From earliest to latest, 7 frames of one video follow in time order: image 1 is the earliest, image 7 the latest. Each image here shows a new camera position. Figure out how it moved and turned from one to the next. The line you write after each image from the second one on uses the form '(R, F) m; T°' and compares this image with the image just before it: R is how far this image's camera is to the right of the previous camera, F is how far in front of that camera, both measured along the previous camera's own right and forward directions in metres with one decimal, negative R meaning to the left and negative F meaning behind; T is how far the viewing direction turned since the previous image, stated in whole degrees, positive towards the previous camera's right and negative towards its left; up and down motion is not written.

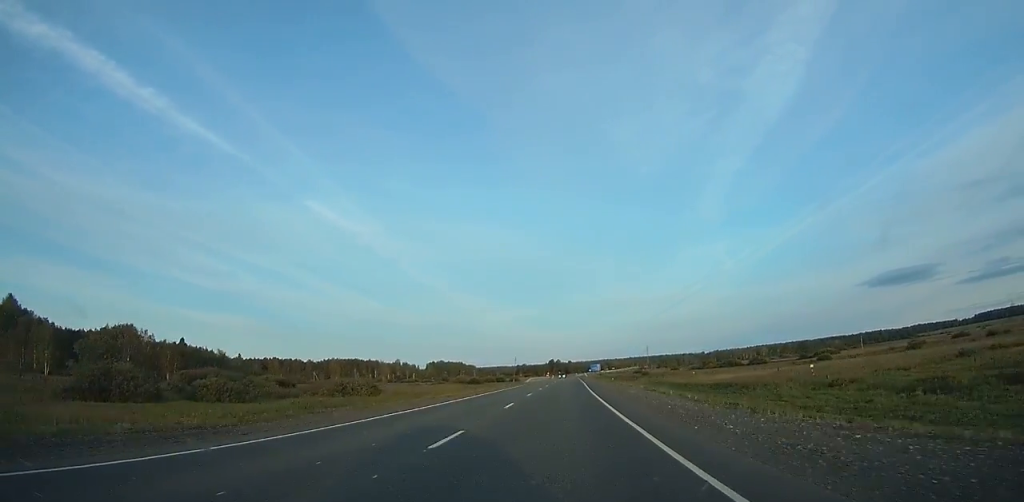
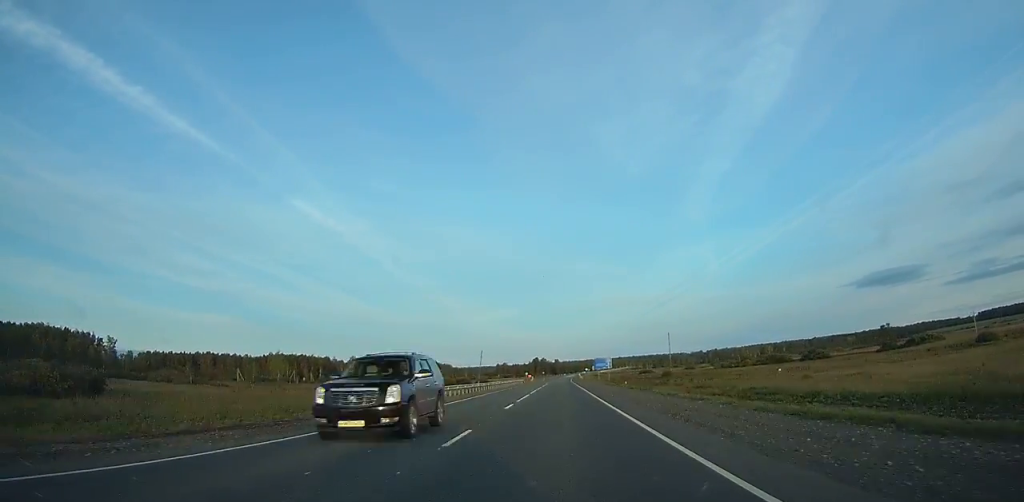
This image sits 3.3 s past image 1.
(+1.5, +84.4) m; +2°
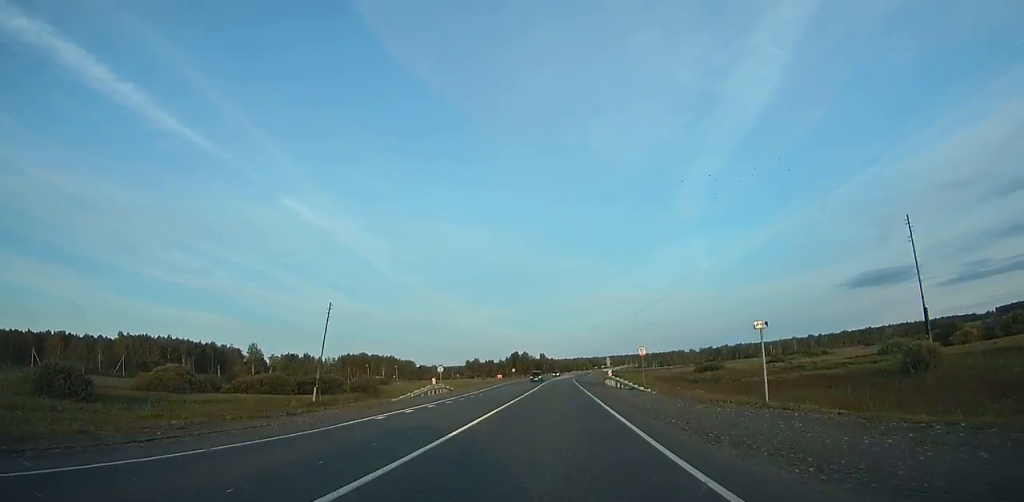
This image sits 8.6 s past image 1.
(+2.1, +136.0) m; +2°
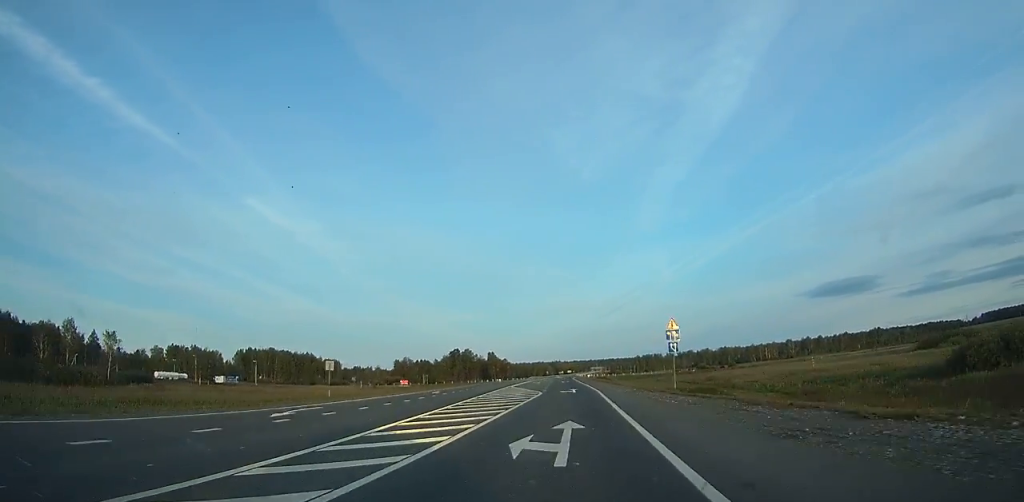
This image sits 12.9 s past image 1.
(+1.7, +110.9) m; +2°
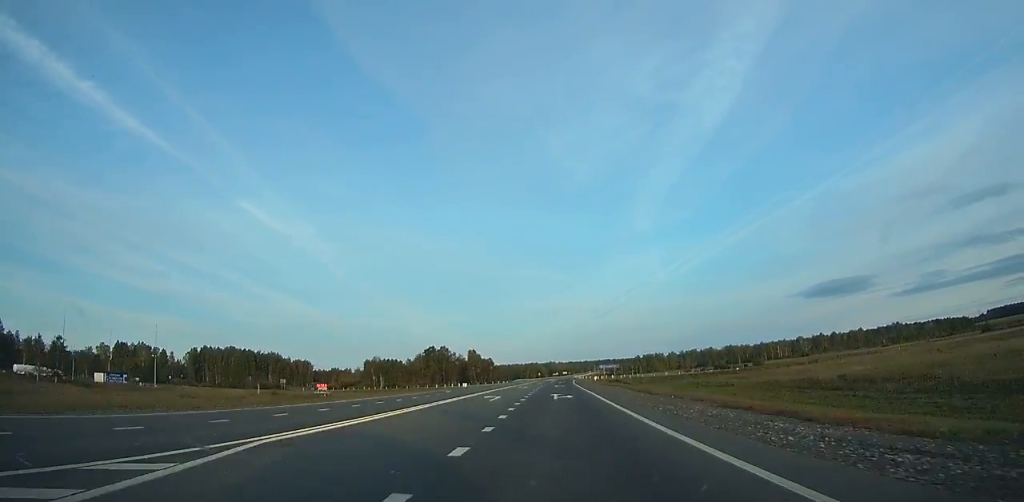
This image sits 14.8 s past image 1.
(+0.6, +49.1) m; +1°
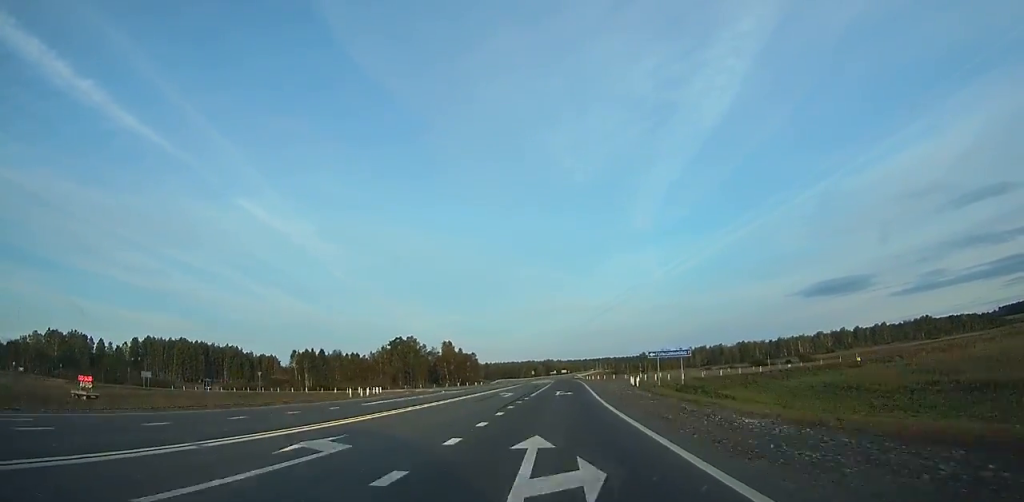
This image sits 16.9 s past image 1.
(+0.7, +54.3) m; +1°
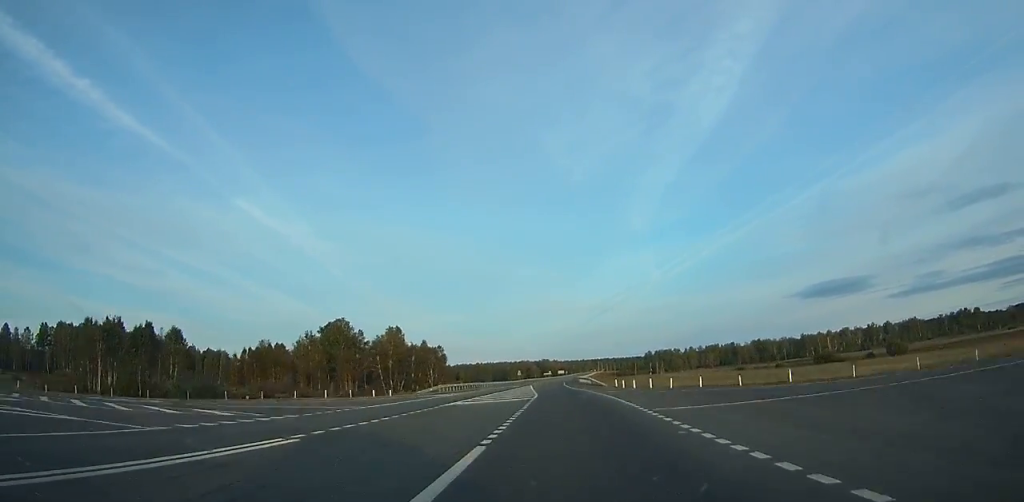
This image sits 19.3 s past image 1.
(+0.1, +62.5) m; 0°
